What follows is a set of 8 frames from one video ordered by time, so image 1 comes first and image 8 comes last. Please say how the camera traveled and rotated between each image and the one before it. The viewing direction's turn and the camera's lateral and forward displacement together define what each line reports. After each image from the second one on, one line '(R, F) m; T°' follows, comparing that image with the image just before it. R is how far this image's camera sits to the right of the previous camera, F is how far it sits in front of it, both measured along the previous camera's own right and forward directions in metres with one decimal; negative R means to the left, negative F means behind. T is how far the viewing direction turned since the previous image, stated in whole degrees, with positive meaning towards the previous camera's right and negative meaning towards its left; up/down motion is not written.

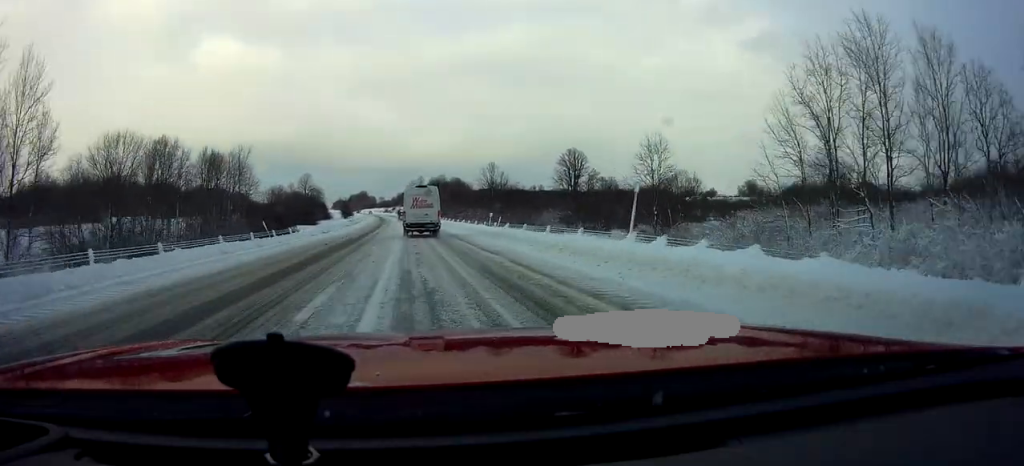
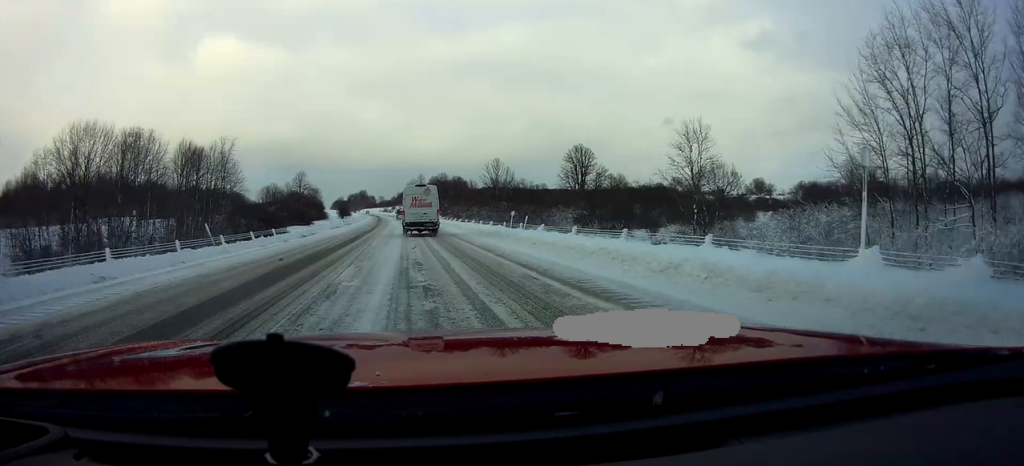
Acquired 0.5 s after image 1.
(-0.3, +8.9) m; 0°
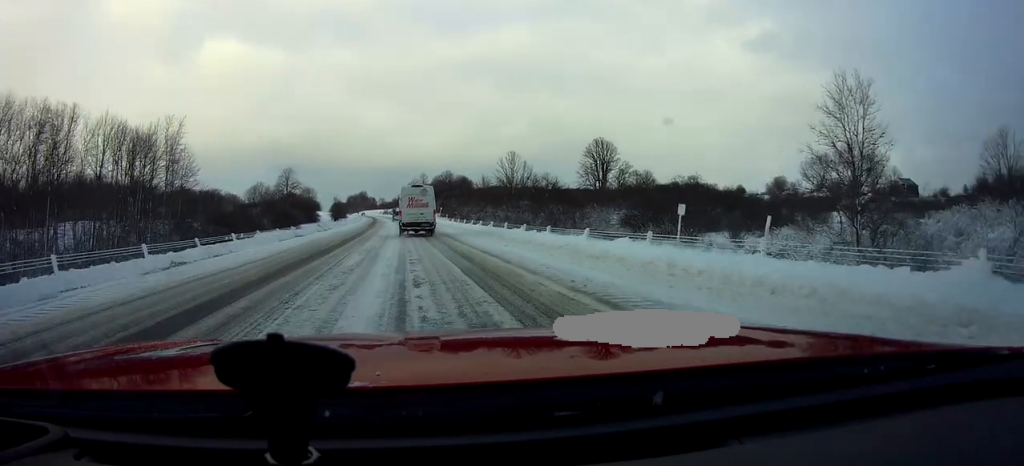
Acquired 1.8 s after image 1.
(+0.3, +21.4) m; 0°
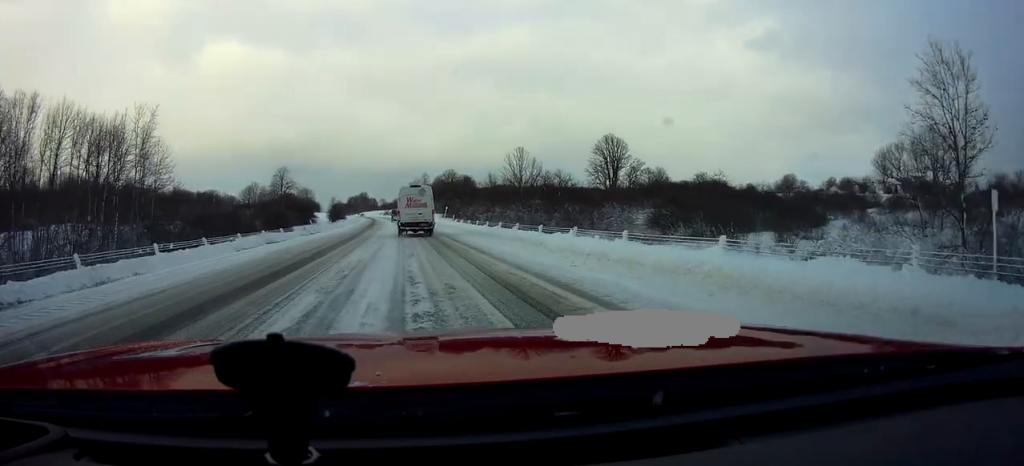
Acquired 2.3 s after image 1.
(-0.2, +8.5) m; -1°
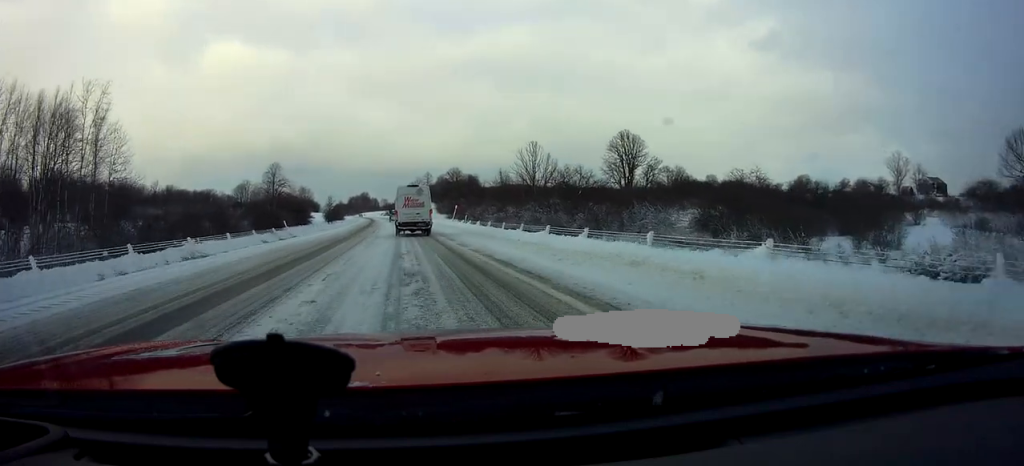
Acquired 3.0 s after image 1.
(-0.1, +11.3) m; +1°
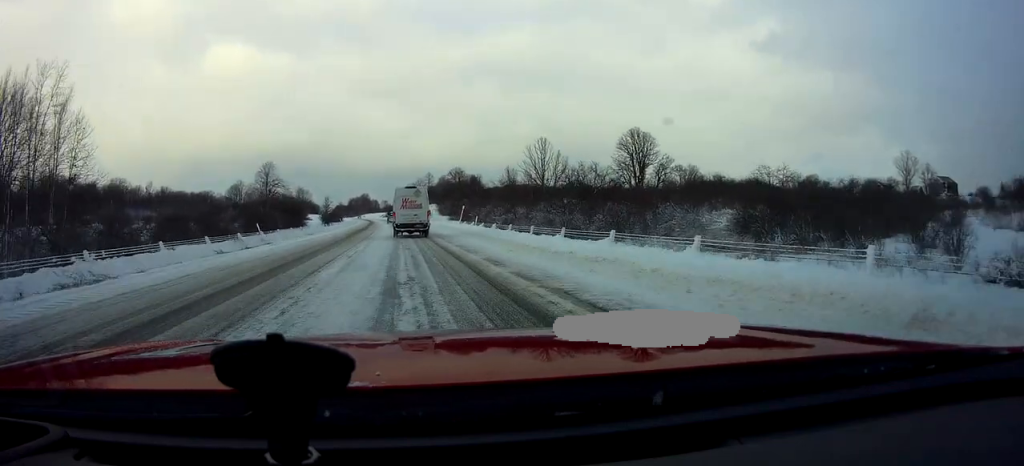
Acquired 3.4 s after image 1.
(-0.2, +7.4) m; +2°
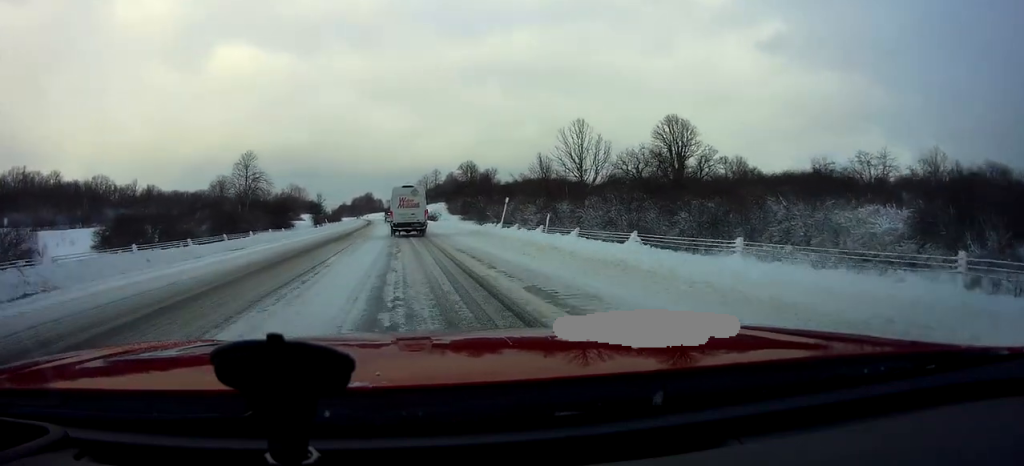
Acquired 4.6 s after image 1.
(+1.1, +20.9) m; +1°
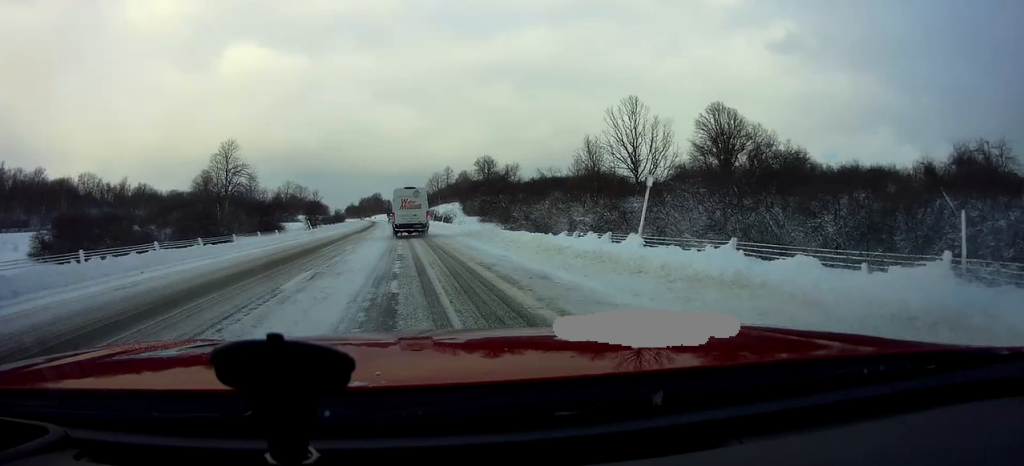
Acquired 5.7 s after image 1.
(-1.2, +18.0) m; -4°
